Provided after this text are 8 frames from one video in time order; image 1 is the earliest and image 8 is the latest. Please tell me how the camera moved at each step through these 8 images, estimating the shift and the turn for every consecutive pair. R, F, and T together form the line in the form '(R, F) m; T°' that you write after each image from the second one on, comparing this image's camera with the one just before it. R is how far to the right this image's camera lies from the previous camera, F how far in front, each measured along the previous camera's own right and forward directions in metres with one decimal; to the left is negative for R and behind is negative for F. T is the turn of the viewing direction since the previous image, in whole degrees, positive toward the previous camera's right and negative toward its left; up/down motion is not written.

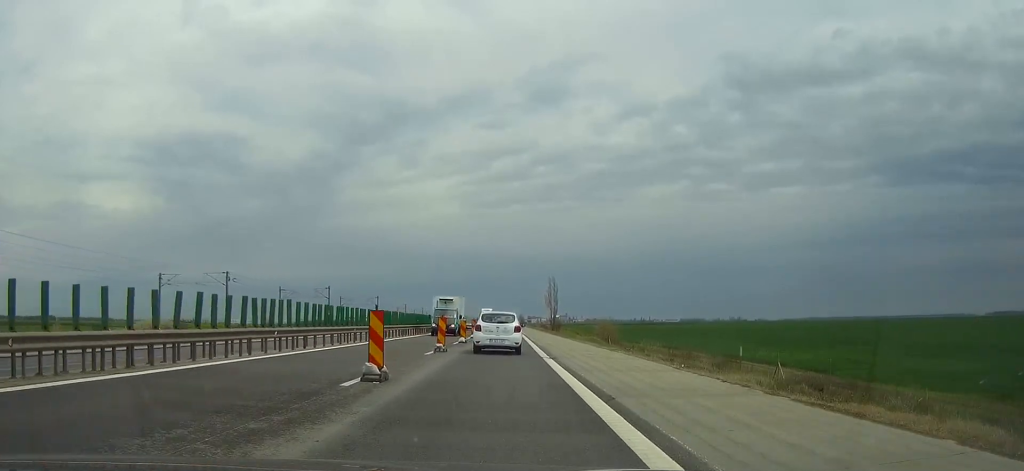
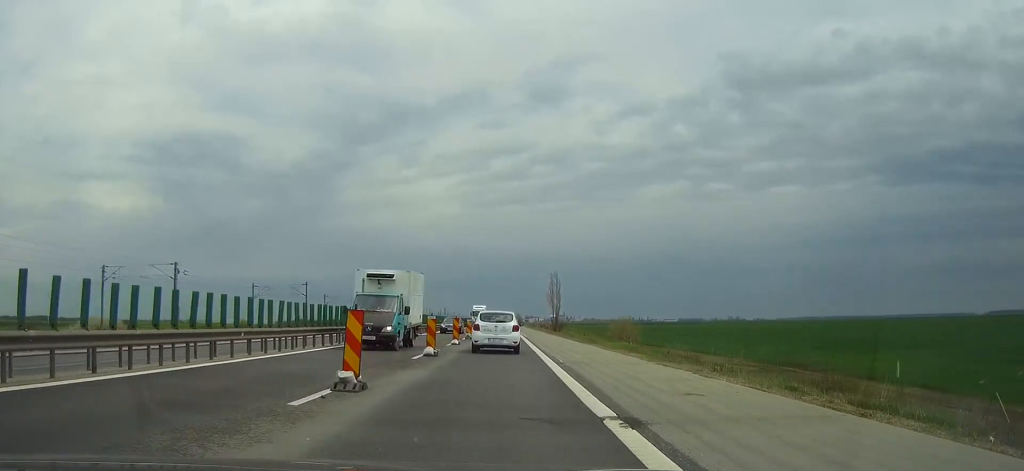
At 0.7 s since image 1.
(0.0, +15.0) m; 0°
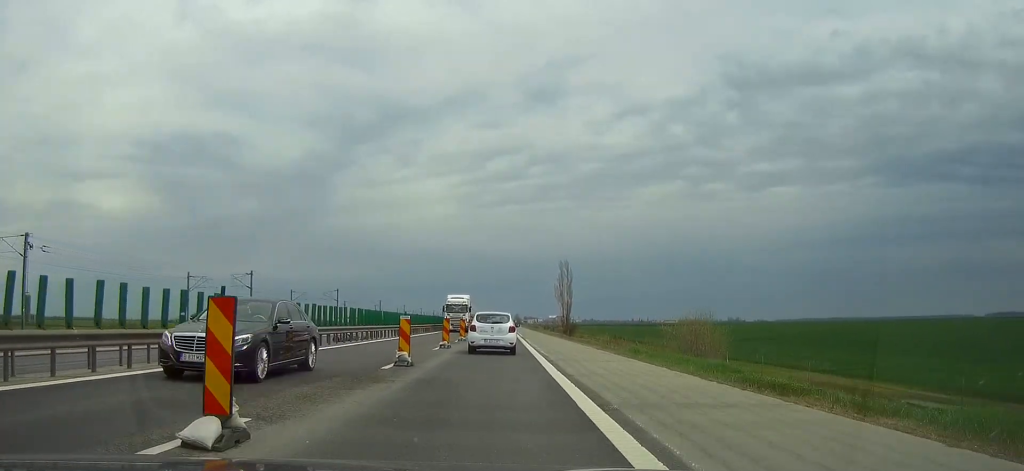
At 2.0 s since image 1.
(0.0, +28.5) m; 0°
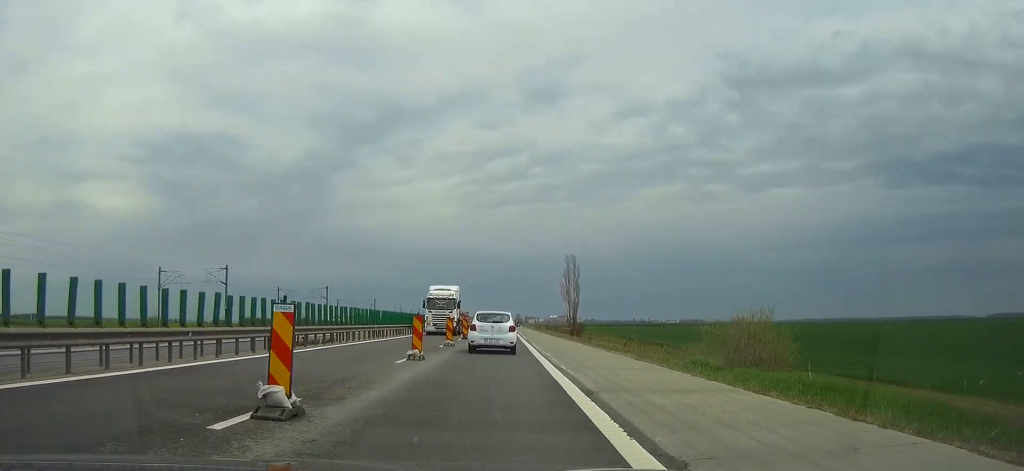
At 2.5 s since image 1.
(0.0, +10.0) m; 0°
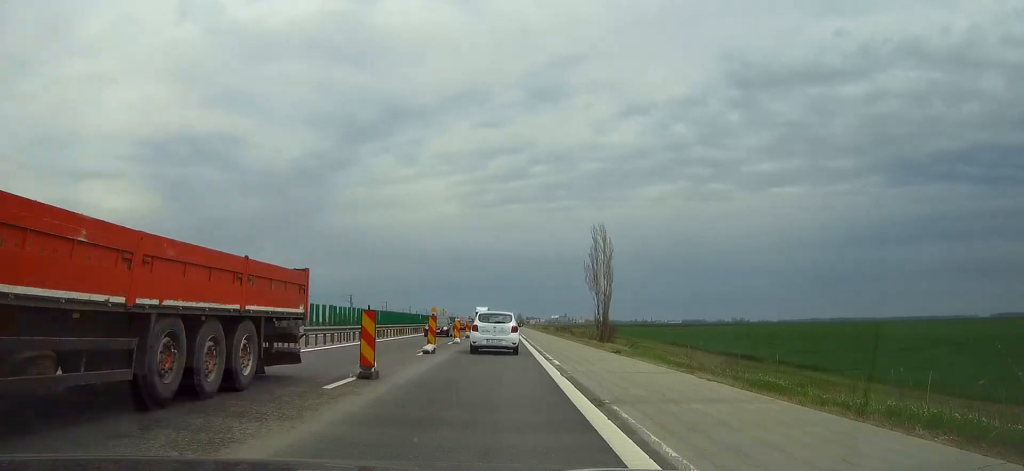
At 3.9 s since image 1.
(0.0, +30.7) m; 0°
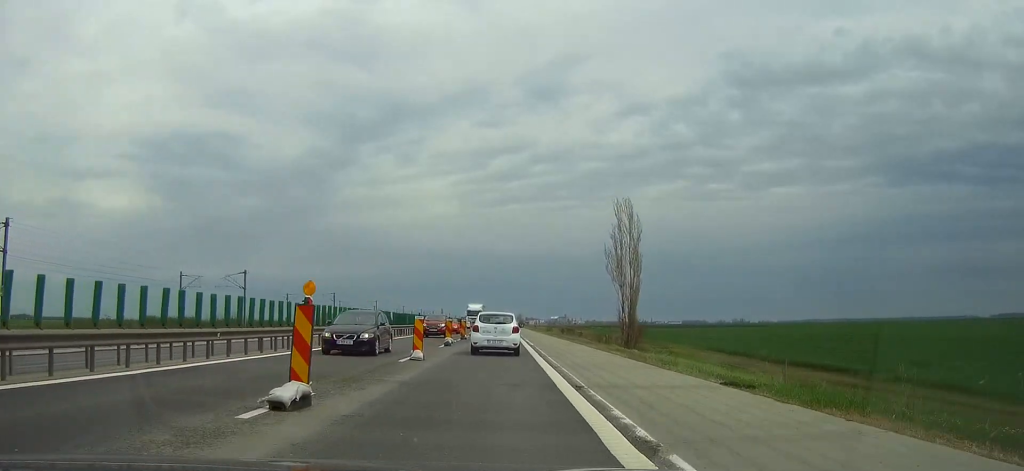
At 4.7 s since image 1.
(0.0, +15.6) m; 0°
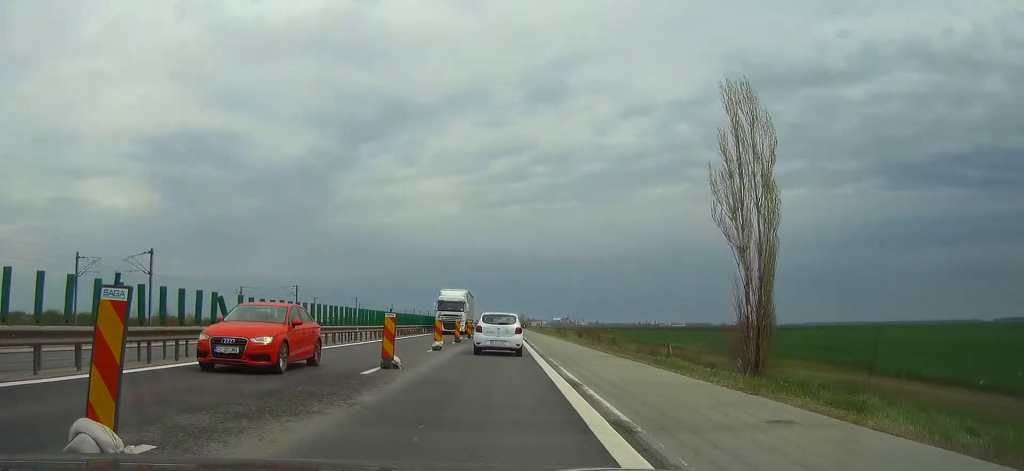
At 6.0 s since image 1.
(0.0, +29.0) m; 0°
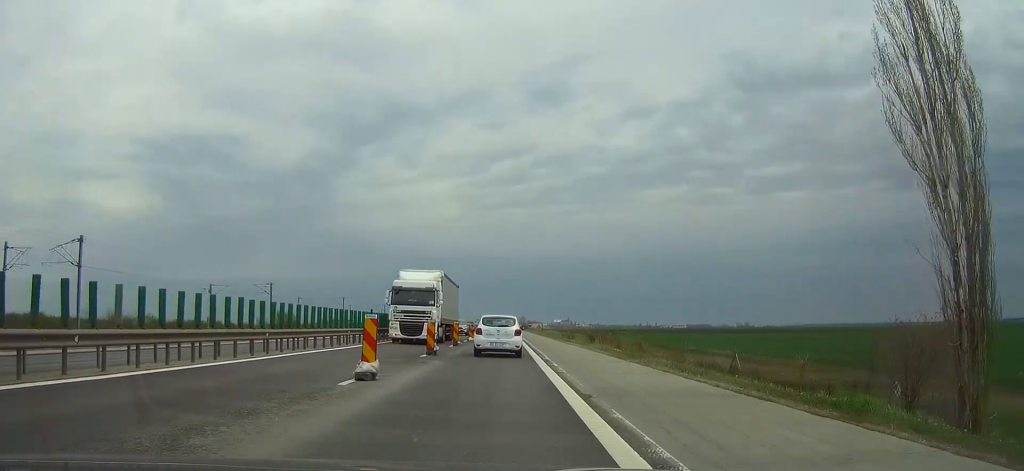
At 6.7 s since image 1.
(0.0, +14.1) m; 0°
